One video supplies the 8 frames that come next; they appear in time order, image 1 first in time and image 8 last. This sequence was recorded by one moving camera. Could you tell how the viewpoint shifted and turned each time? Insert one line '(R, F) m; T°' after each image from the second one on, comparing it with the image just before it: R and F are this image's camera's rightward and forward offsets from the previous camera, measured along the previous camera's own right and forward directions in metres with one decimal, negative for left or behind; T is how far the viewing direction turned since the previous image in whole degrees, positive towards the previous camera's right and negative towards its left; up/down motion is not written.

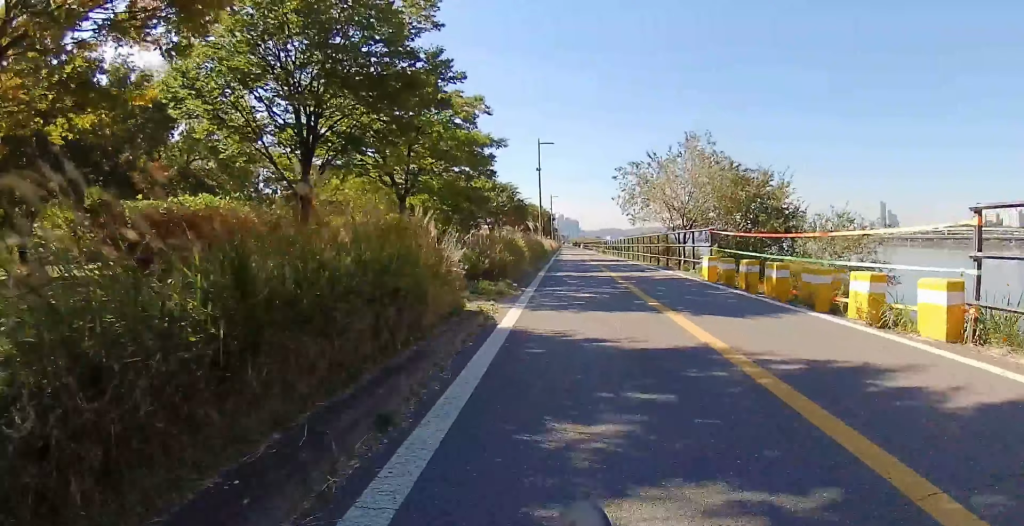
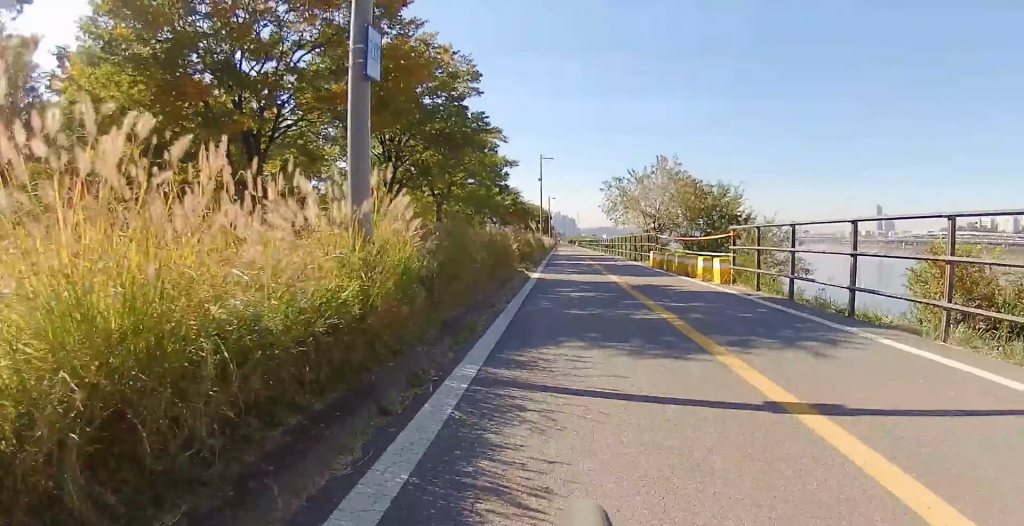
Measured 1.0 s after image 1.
(+0.3, +7.6) m; +2°
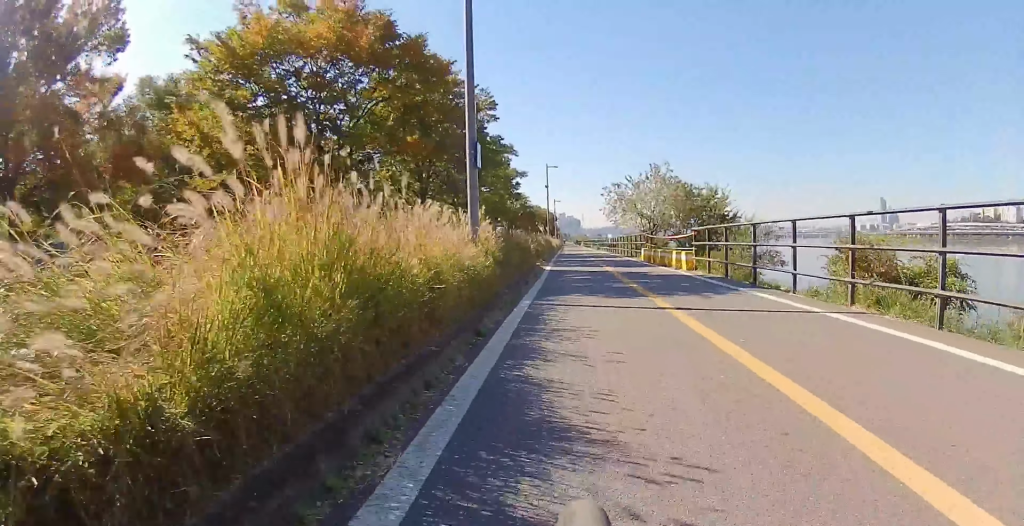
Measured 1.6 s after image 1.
(0.0, +4.3) m; 0°
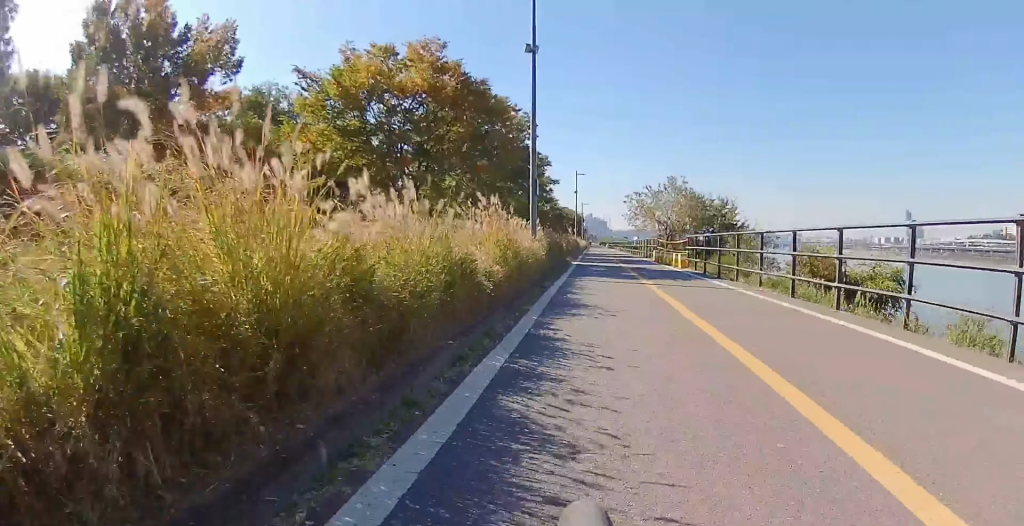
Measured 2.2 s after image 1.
(0.0, +5.1) m; 0°
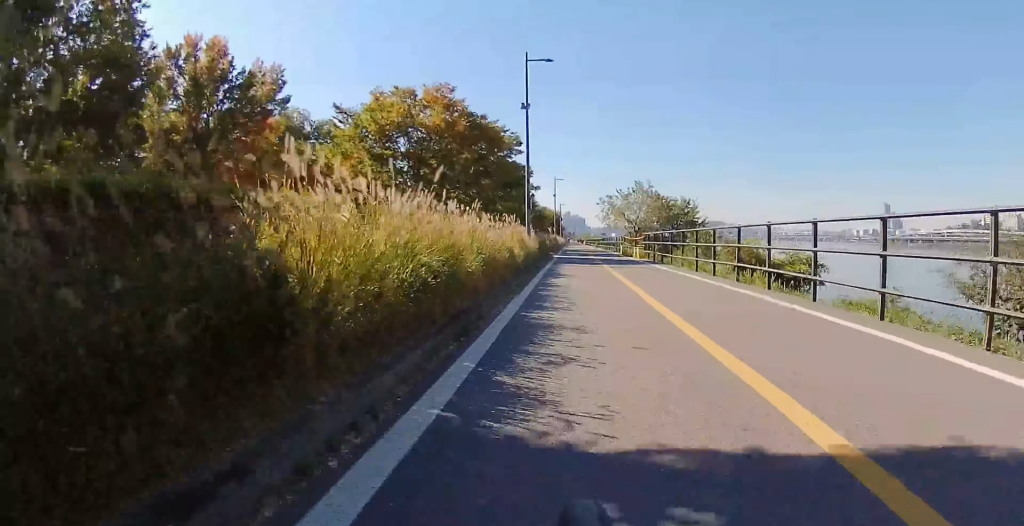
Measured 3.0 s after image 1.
(0.0, +6.1) m; 0°
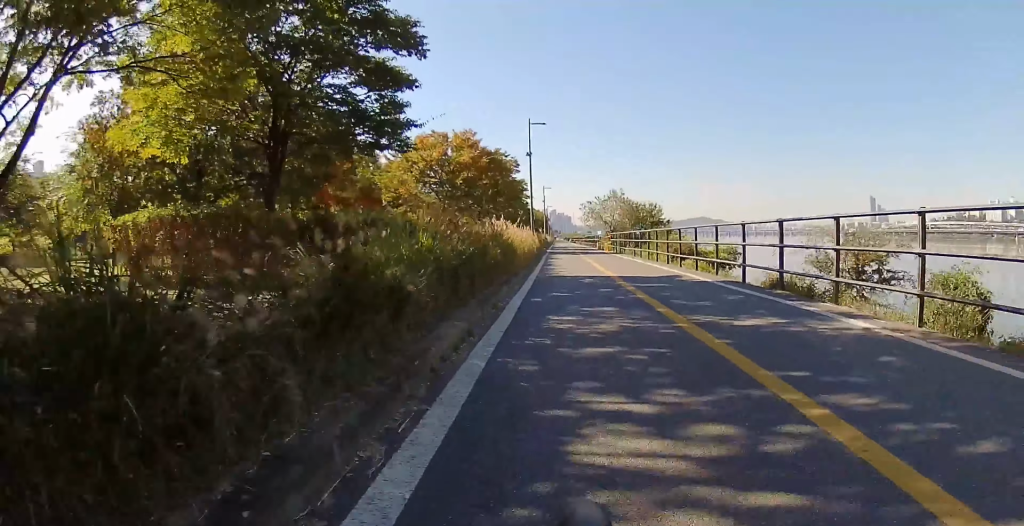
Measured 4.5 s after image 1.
(0.0, +11.2) m; 0°
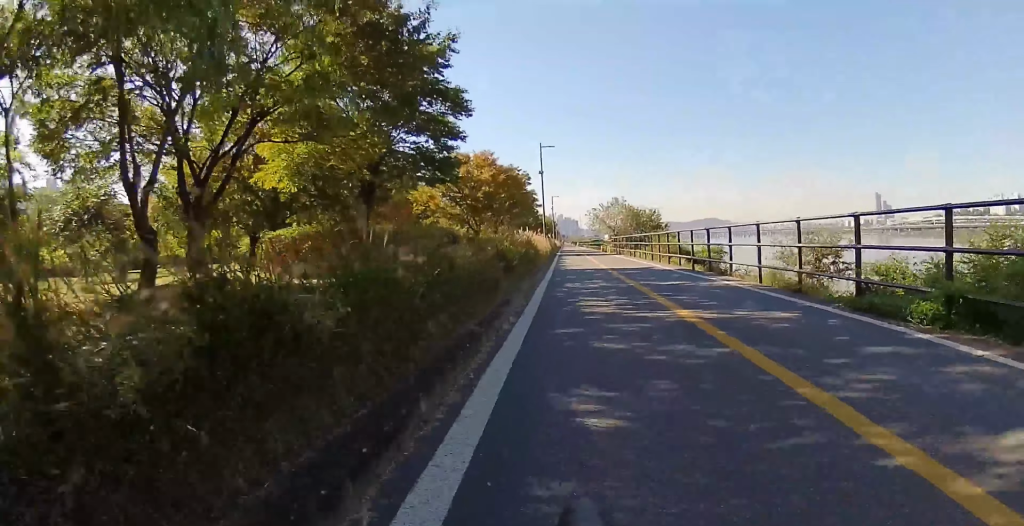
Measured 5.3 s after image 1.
(0.0, +5.8) m; 0°
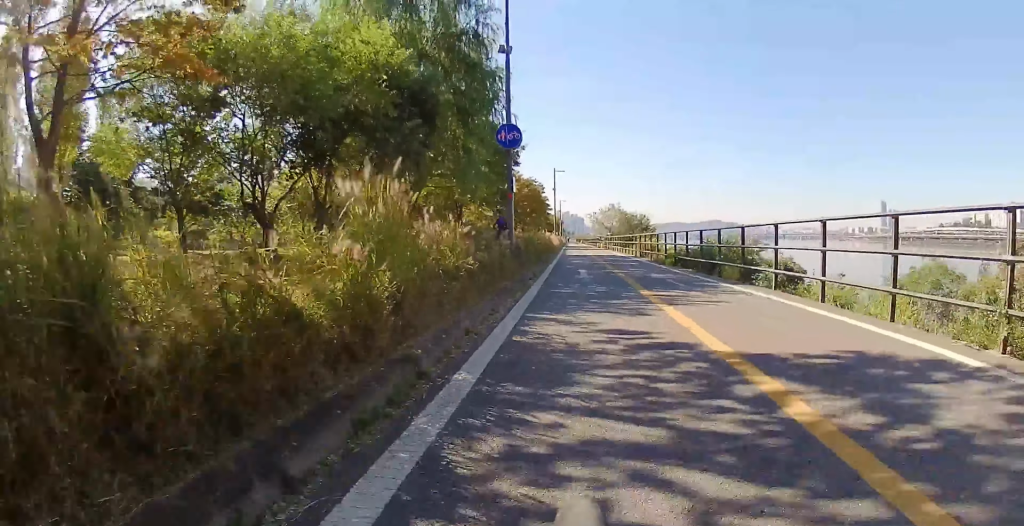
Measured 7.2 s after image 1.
(0.0, +14.8) m; 0°
